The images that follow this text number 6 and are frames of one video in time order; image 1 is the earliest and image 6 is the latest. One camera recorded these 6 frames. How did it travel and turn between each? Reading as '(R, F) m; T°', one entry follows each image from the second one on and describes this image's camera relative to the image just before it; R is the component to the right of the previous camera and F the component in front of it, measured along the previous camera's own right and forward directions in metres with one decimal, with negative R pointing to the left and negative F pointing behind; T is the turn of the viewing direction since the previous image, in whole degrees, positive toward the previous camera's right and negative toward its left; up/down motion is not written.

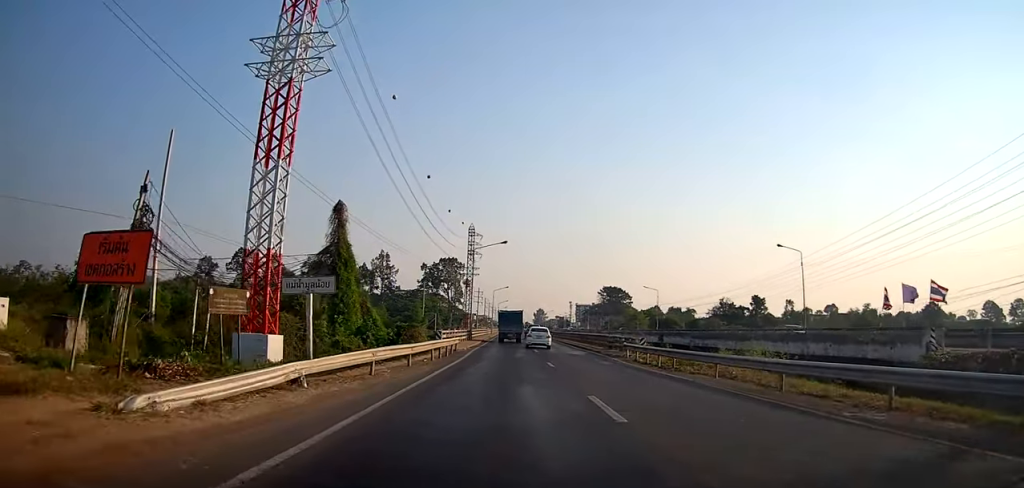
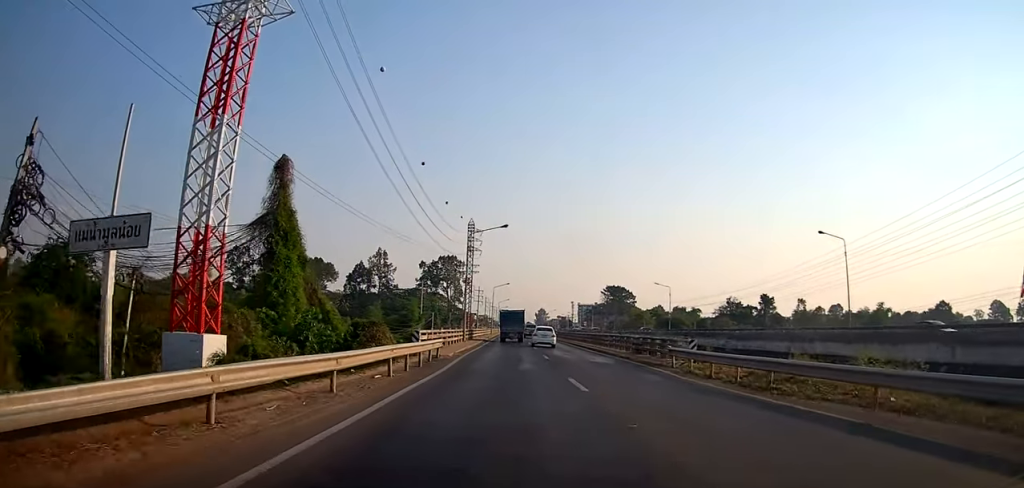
(0.0, +8.1) m; 0°
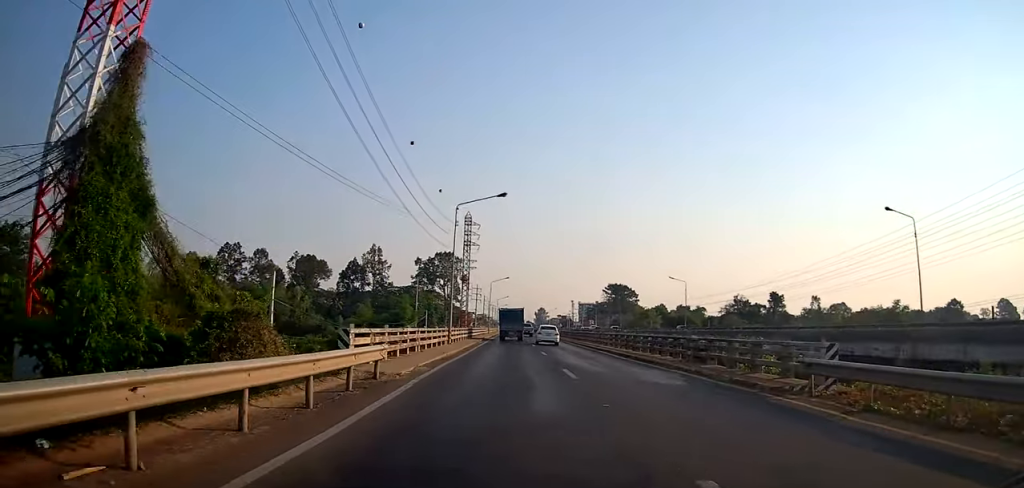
(0.0, +10.1) m; 0°
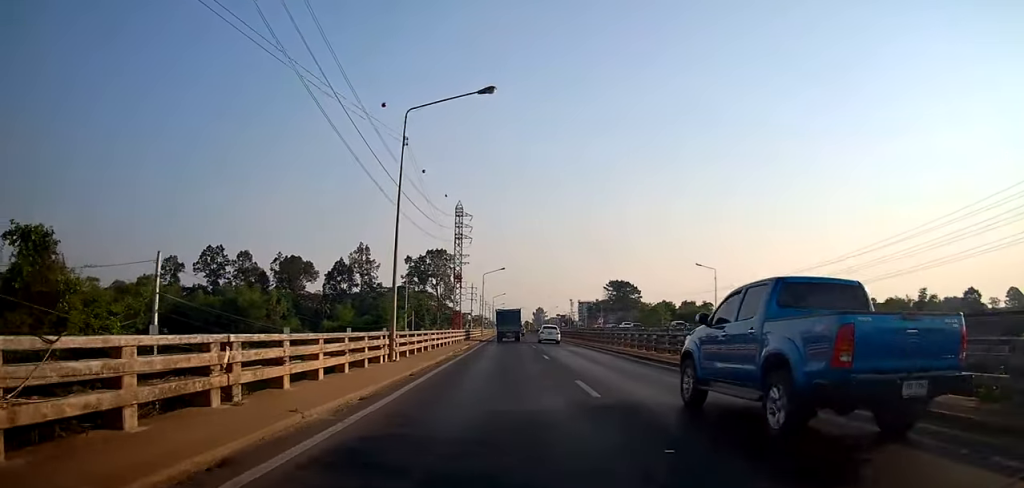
(+0.1, +15.9) m; 0°
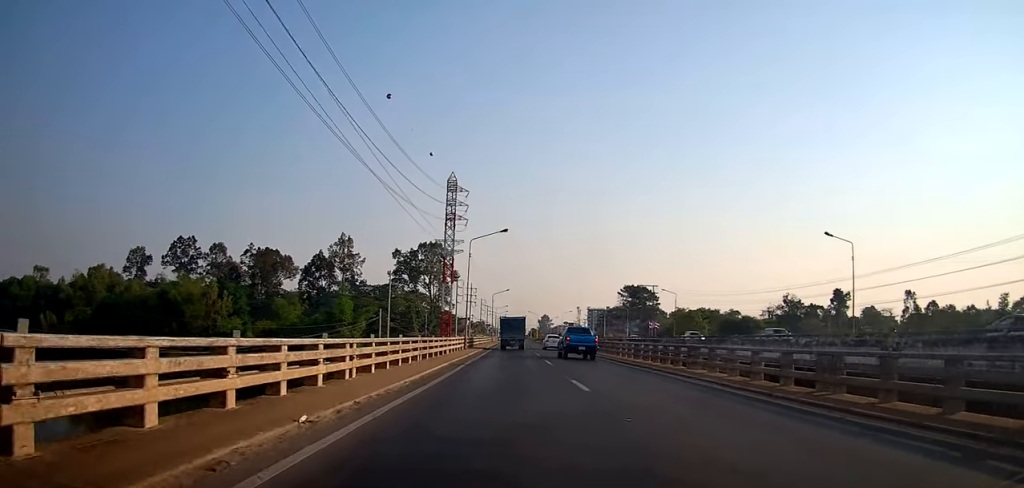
(-0.3, +34.0) m; -1°
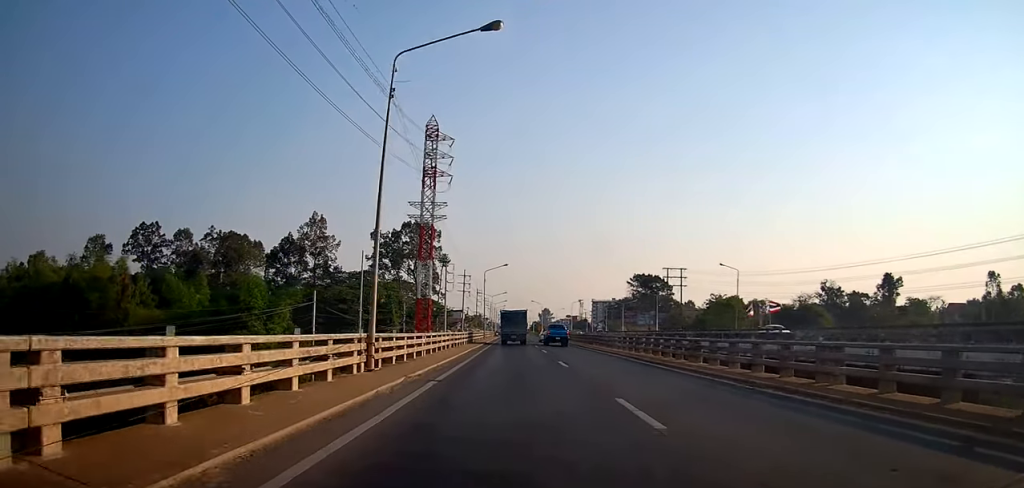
(-0.1, +29.5) m; -1°
